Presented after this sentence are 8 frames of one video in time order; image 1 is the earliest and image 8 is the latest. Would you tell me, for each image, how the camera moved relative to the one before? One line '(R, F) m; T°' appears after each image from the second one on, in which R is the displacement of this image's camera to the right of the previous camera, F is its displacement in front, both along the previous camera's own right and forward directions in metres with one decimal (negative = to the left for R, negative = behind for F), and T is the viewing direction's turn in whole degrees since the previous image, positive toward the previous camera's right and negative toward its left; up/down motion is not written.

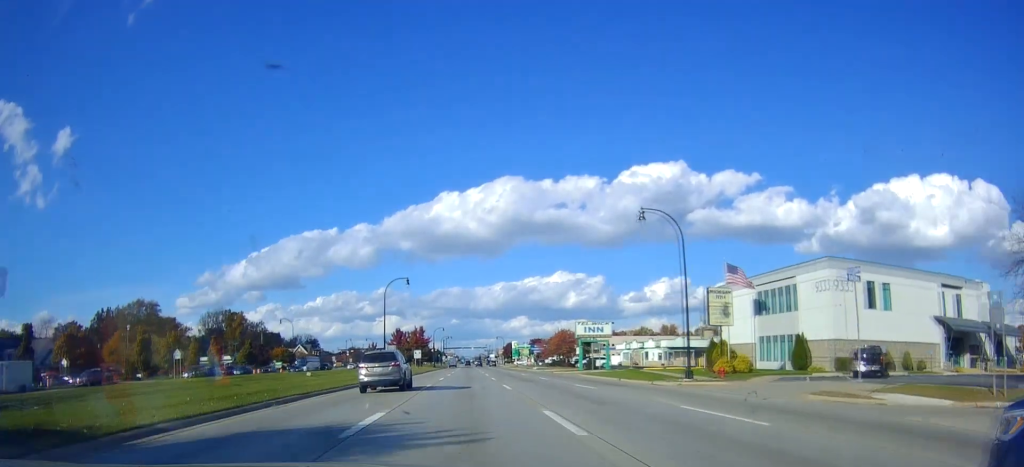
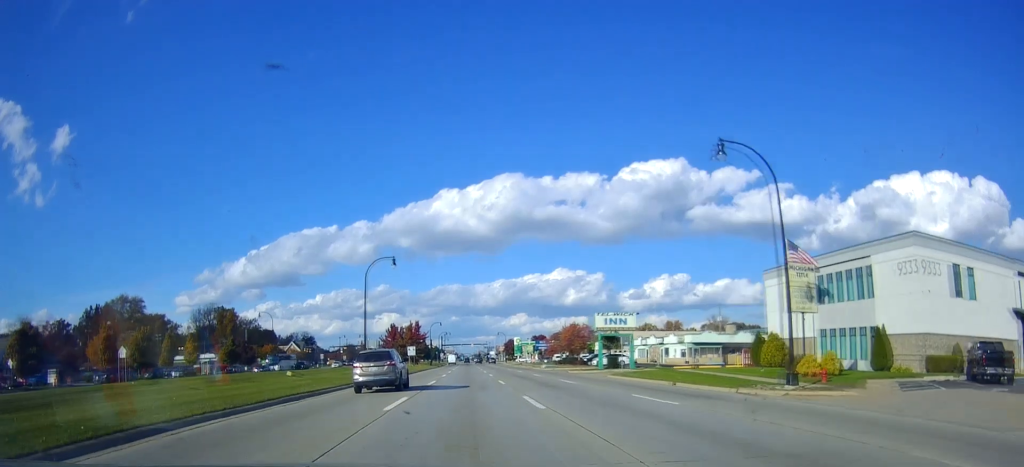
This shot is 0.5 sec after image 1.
(-0.2, +10.6) m; 0°
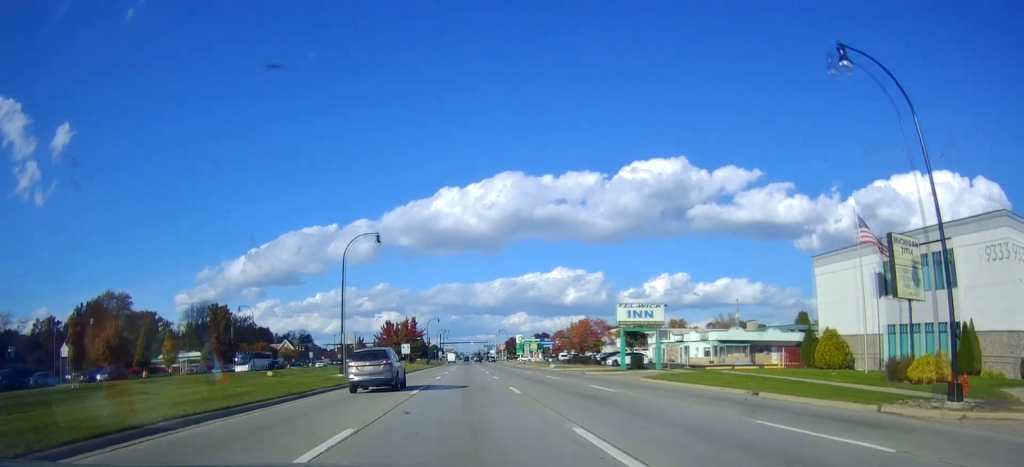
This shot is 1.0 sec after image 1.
(-0.1, +8.6) m; 0°
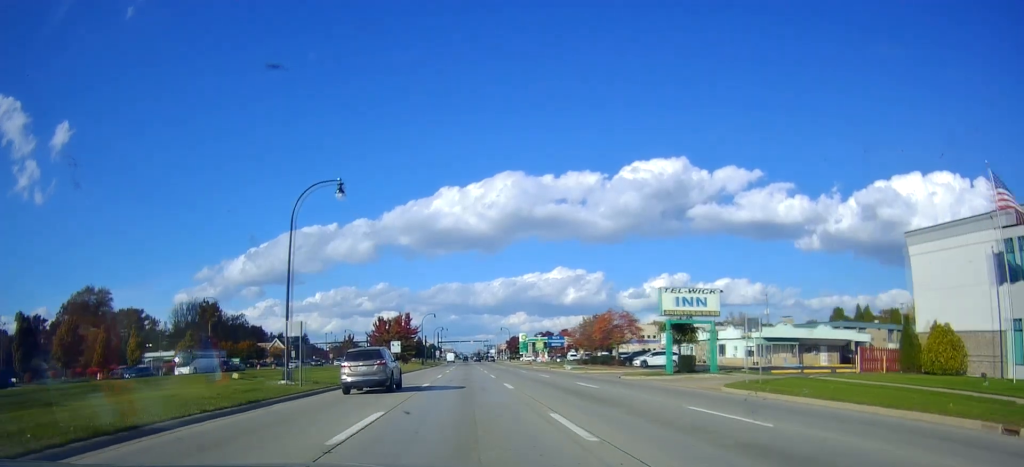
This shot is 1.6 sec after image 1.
(+0.3, +11.9) m; -1°
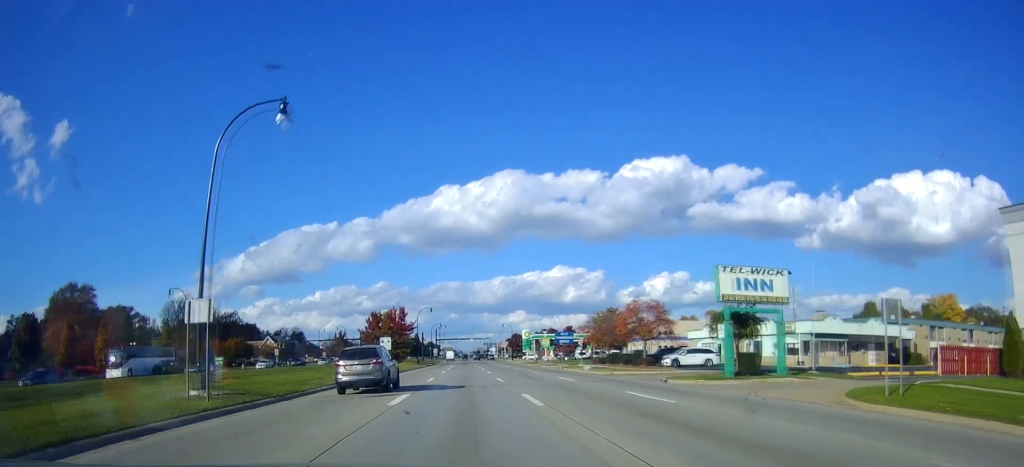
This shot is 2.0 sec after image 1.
(+0.1, +9.3) m; 0°
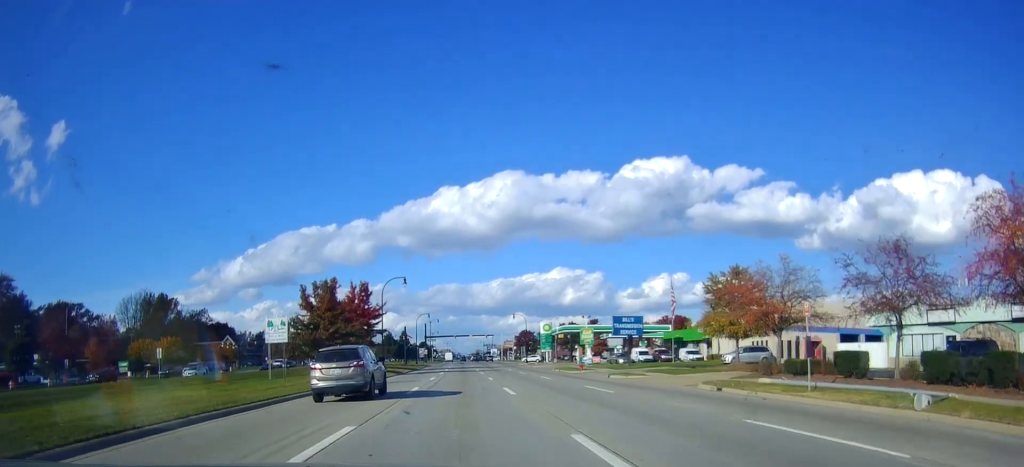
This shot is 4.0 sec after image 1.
(+0.2, +39.0) m; +2°
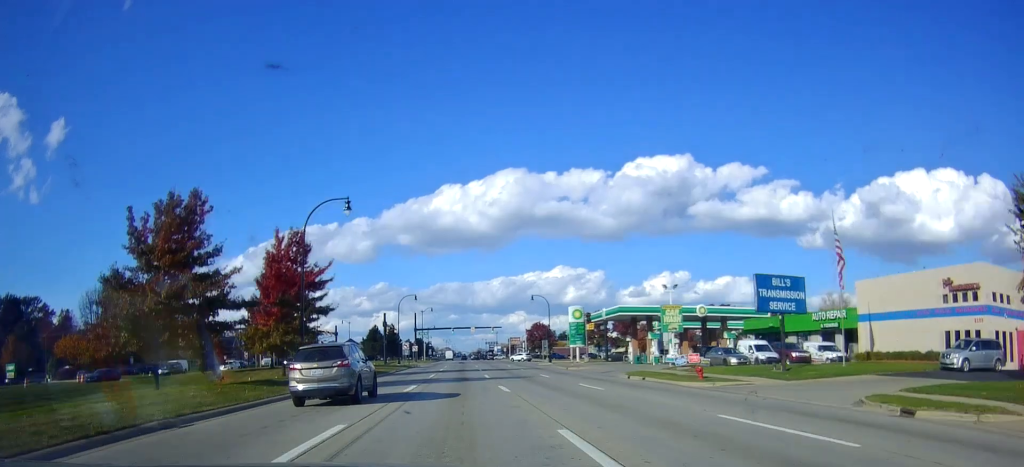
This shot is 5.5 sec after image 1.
(-0.8, +29.3) m; -2°
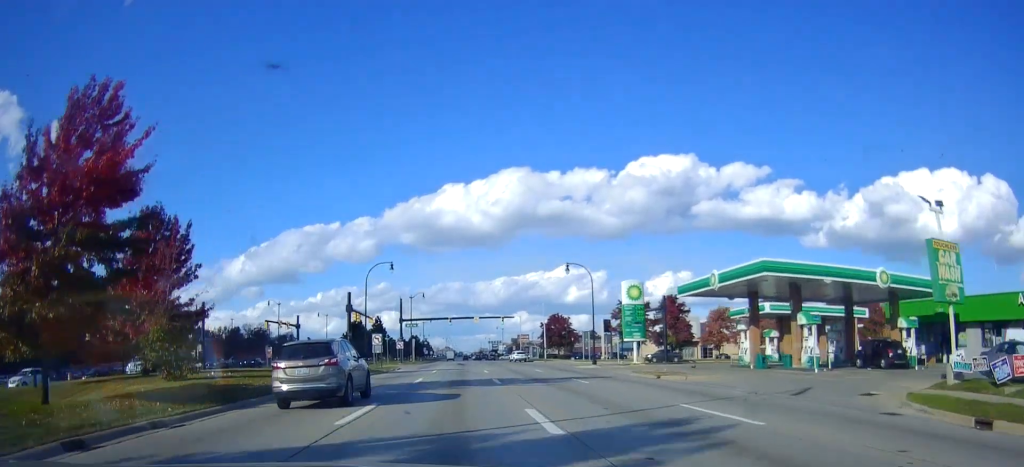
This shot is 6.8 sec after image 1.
(+0.4, +26.8) m; +1°
